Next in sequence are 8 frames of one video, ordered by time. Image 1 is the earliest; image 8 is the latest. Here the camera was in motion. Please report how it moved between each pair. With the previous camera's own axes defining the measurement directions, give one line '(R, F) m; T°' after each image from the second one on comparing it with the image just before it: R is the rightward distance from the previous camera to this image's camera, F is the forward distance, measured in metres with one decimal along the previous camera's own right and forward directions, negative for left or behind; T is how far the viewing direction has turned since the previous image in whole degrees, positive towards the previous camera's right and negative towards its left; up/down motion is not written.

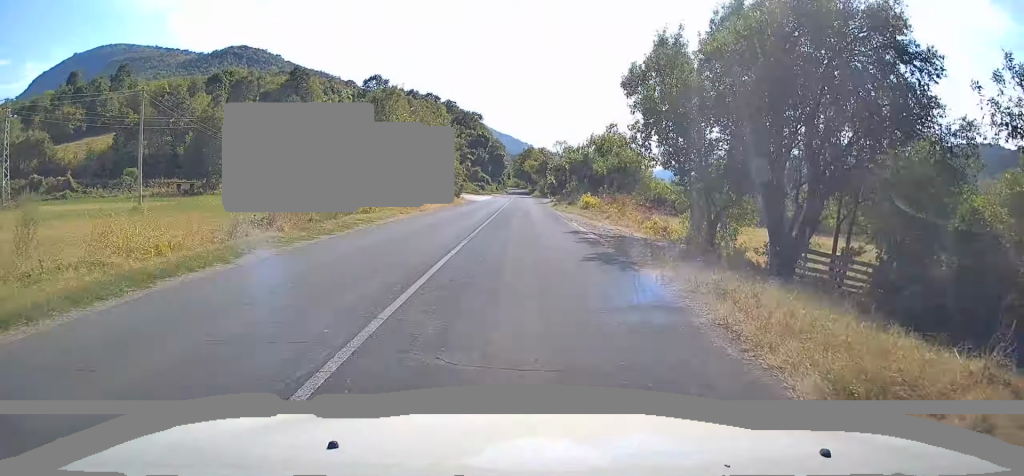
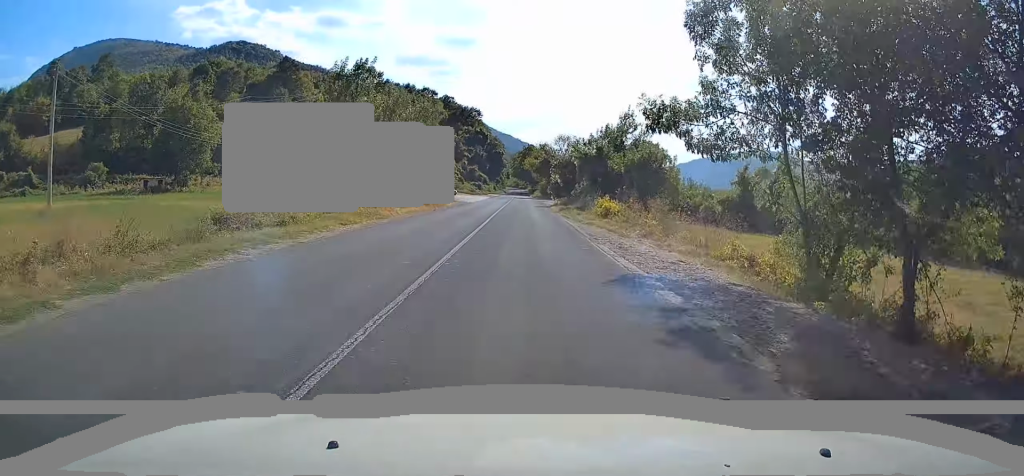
(-0.1, +10.0) m; 0°
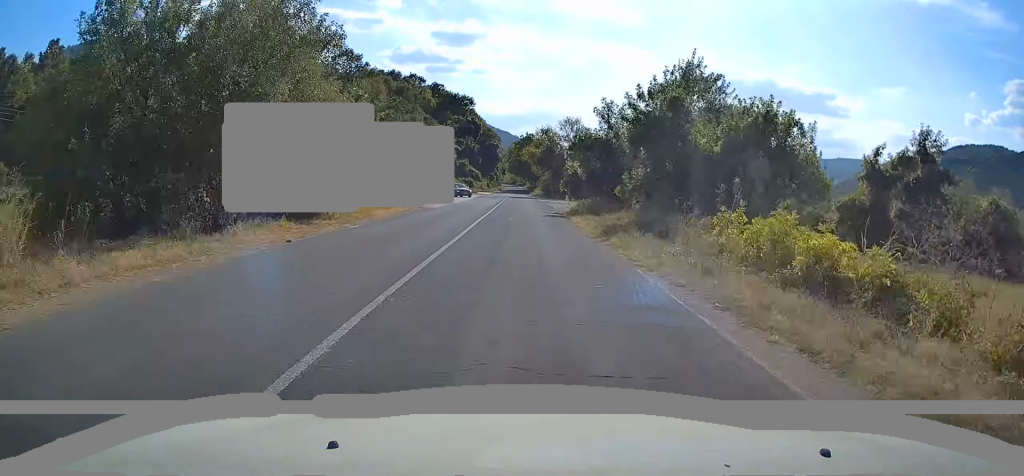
(+0.1, +22.6) m; +1°
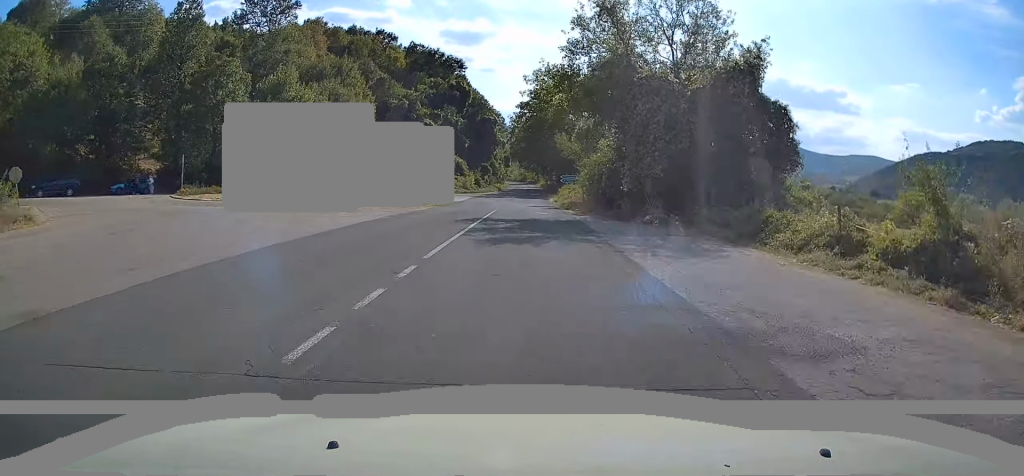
(+0.2, +58.8) m; 0°
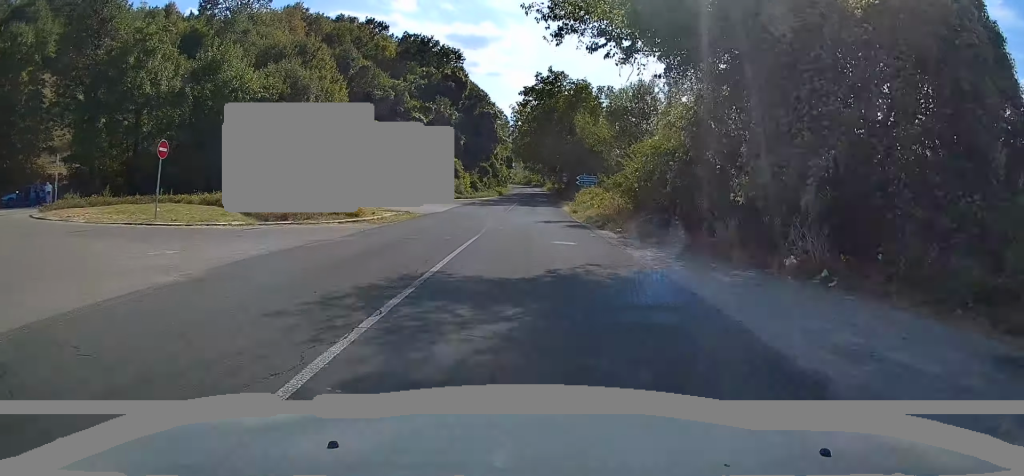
(0.0, +13.8) m; 0°
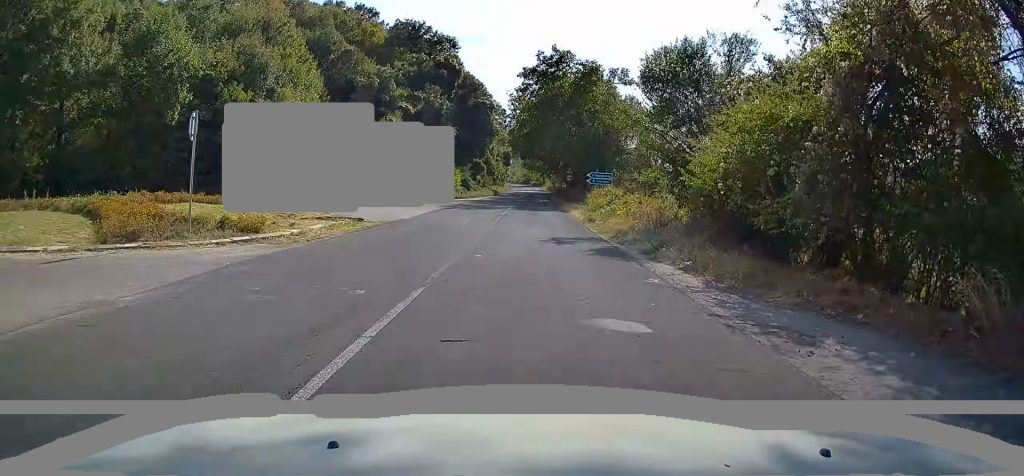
(0.0, +8.9) m; -1°
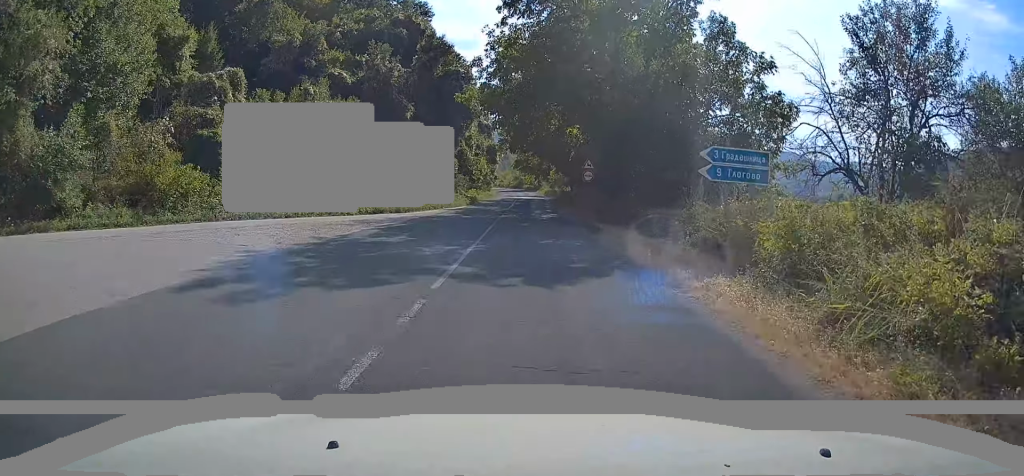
(-0.5, +25.5) m; 0°
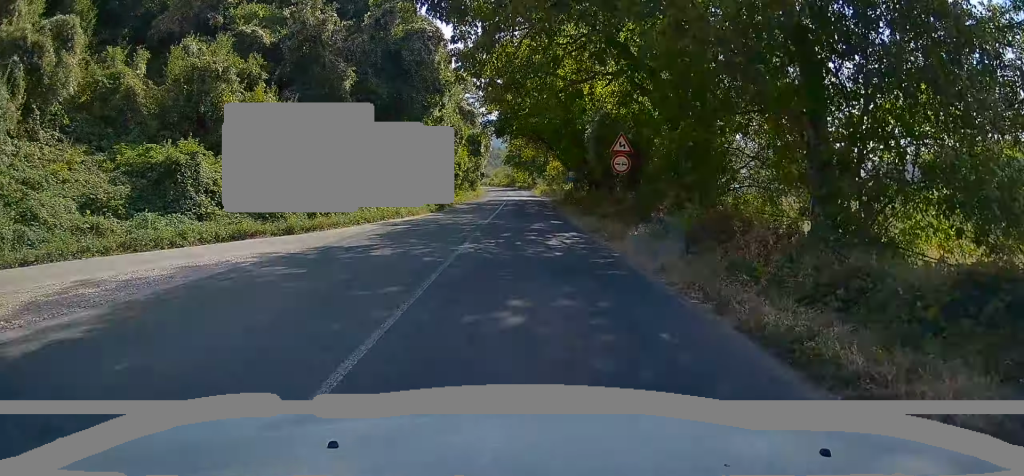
(+0.3, +16.0) m; +1°
